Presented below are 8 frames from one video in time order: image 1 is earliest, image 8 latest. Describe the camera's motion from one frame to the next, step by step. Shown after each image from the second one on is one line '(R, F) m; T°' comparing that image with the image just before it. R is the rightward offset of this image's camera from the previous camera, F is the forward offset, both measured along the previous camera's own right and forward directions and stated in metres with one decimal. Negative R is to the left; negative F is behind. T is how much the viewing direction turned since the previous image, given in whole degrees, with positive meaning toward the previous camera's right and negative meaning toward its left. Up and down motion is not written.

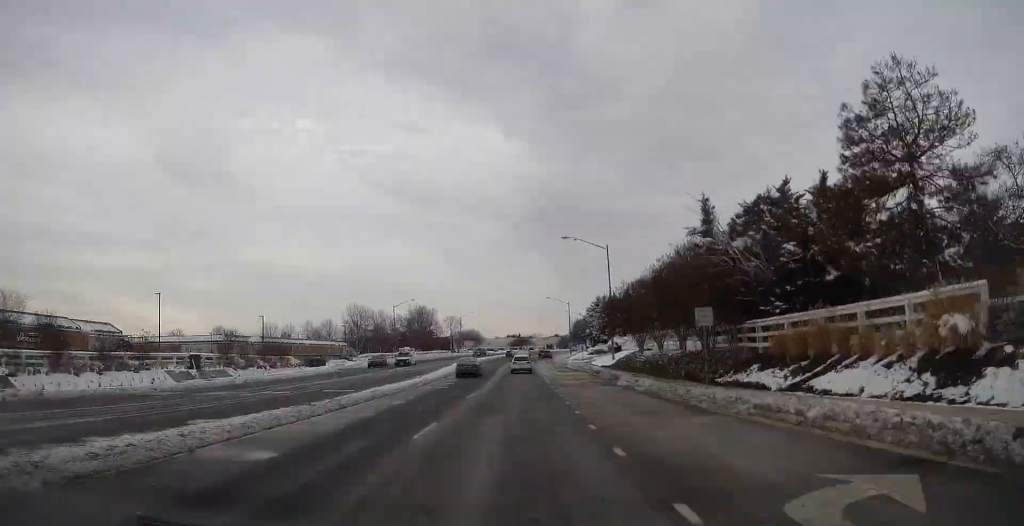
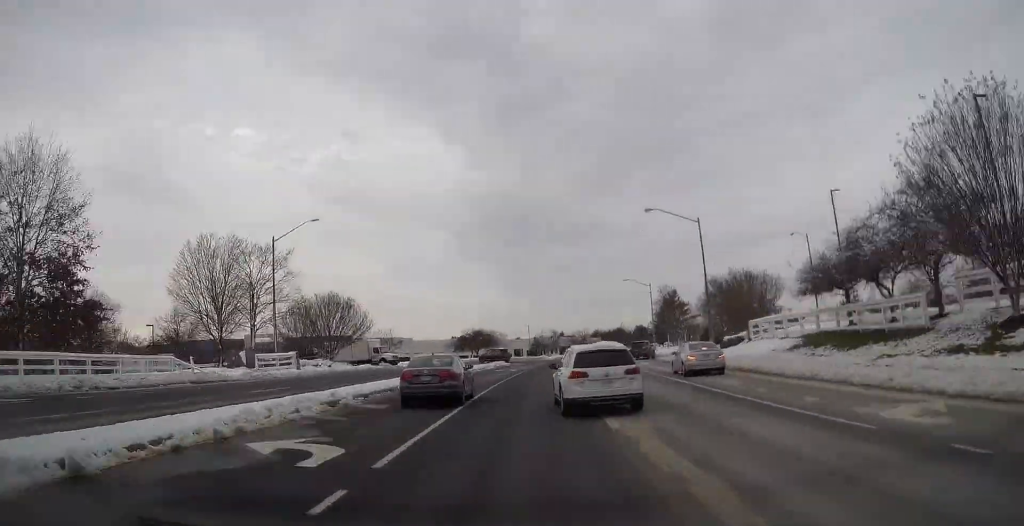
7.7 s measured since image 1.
(-3.8, +119.5) m; +5°
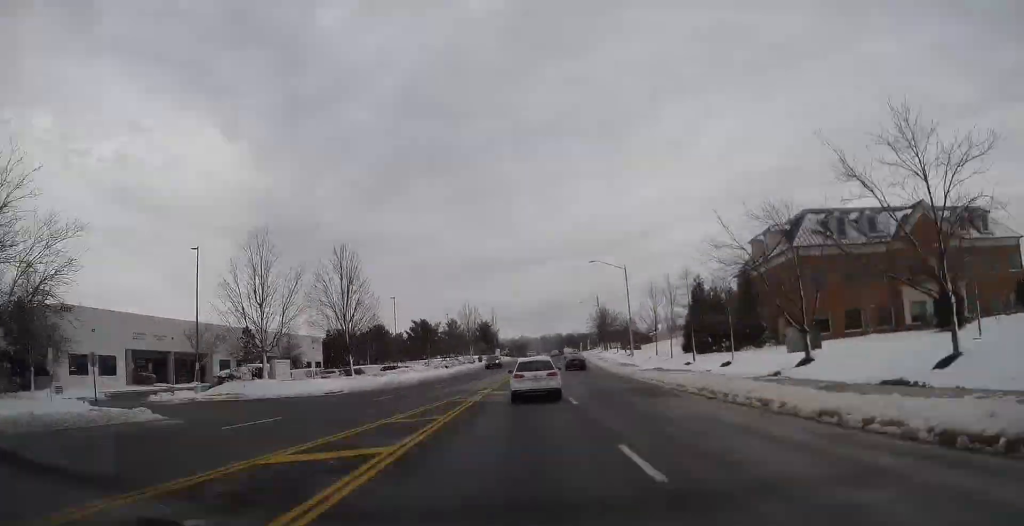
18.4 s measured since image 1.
(+31.5, +173.7) m; +13°
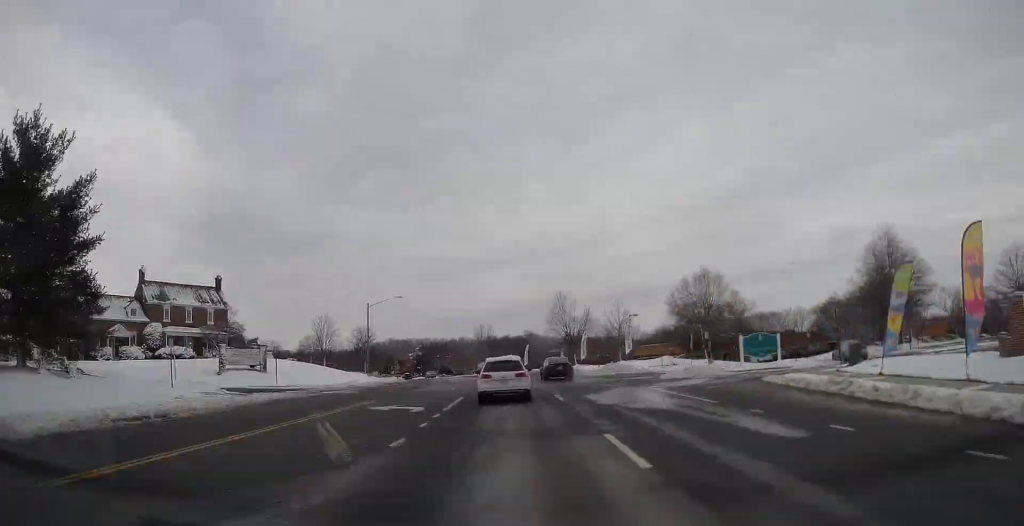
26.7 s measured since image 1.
(+4.0, +150.6) m; -4°
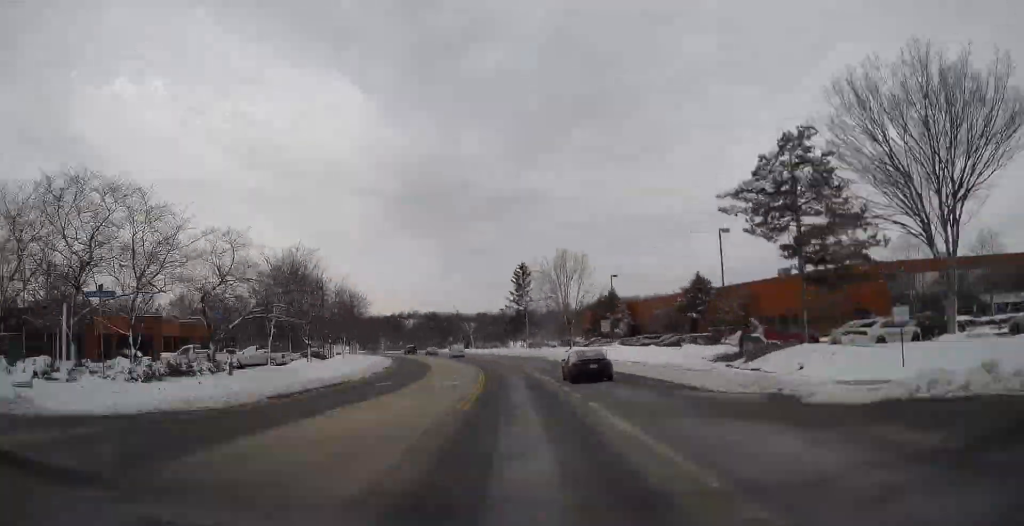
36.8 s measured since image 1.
(-24.4, +180.8) m; -20°
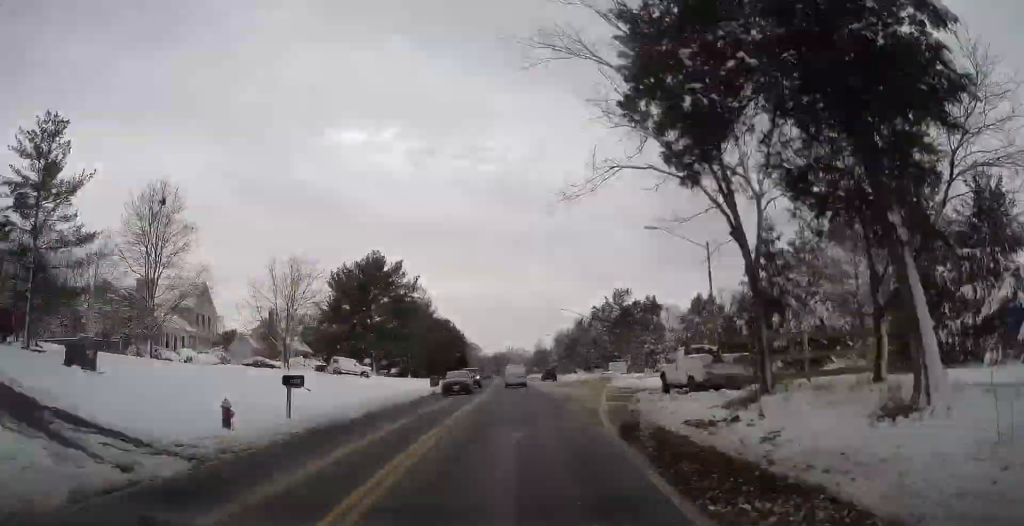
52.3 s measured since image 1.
(-63.3, +252.7) m; -18°
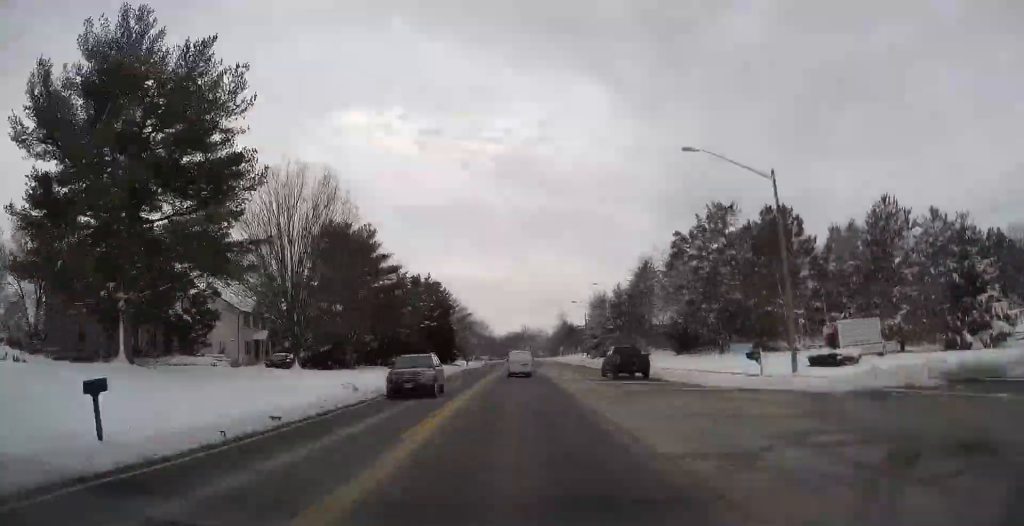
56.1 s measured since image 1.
(-0.5, +58.6) m; 0°
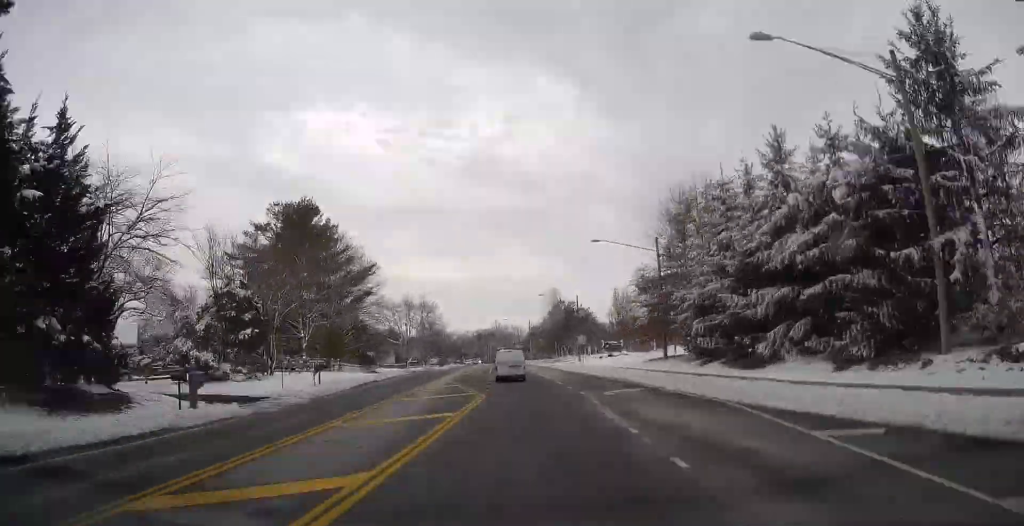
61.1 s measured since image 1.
(+1.3, +75.7) m; 0°
